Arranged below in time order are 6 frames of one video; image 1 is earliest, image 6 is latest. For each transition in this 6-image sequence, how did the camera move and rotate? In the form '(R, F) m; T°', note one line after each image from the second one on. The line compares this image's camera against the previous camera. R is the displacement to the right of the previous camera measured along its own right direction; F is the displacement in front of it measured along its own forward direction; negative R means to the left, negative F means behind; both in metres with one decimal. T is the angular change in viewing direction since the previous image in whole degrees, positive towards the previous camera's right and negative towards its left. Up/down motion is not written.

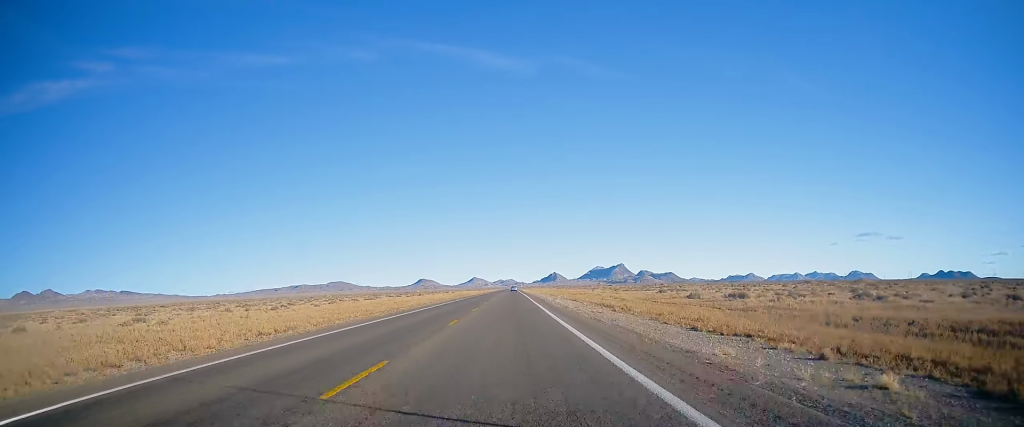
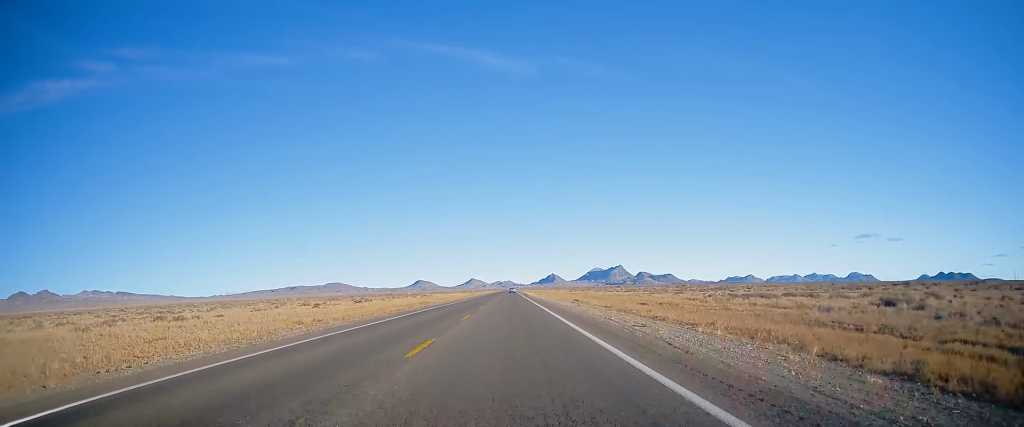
(0.0, +56.6) m; +1°
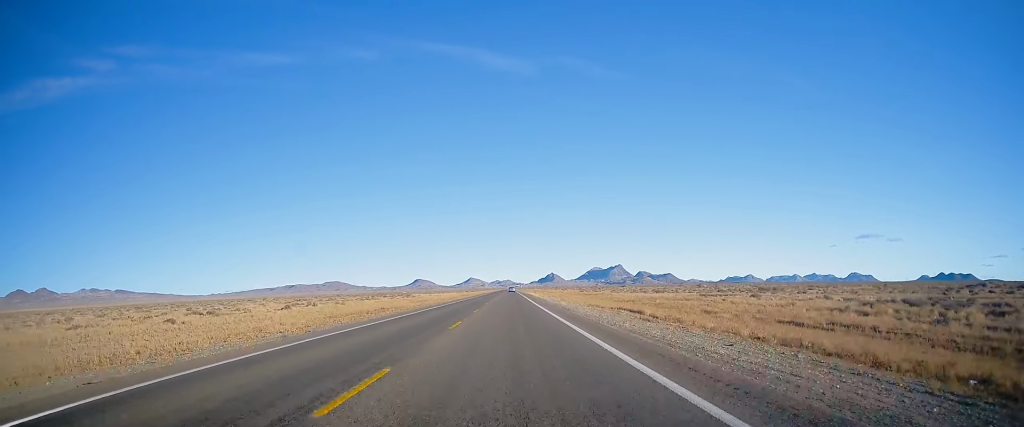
(+0.1, +29.4) m; +1°
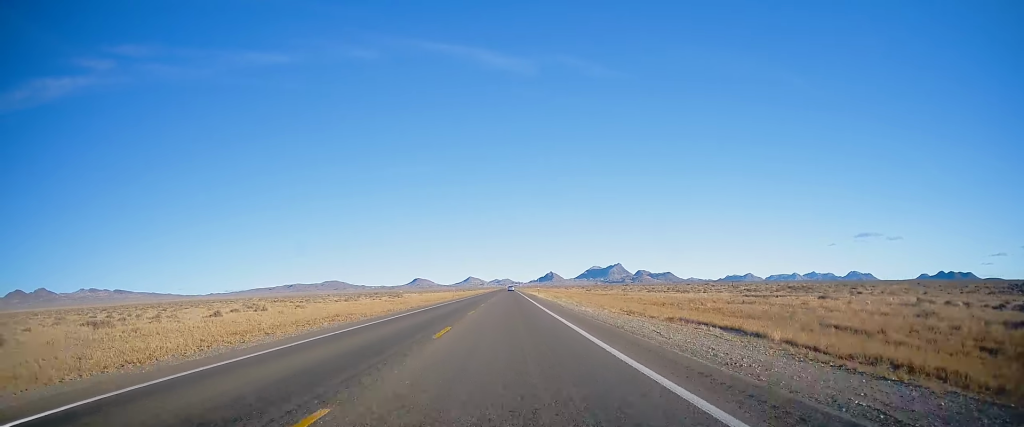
(-0.1, +15.3) m; 0°
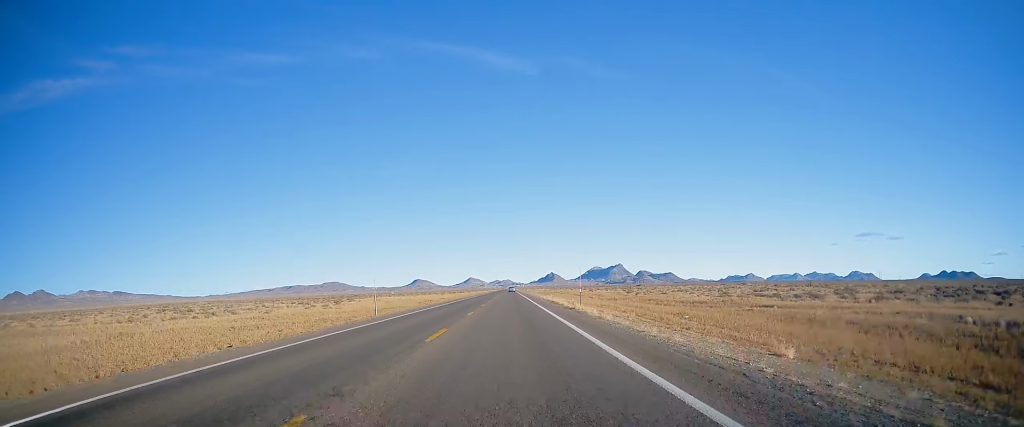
(+0.2, +49.1) m; 0°
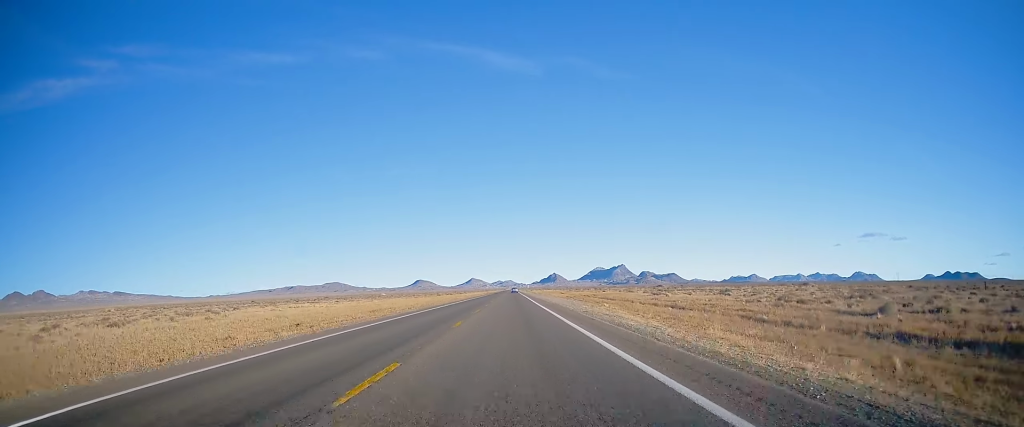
(-0.3, +56.6) m; 0°
